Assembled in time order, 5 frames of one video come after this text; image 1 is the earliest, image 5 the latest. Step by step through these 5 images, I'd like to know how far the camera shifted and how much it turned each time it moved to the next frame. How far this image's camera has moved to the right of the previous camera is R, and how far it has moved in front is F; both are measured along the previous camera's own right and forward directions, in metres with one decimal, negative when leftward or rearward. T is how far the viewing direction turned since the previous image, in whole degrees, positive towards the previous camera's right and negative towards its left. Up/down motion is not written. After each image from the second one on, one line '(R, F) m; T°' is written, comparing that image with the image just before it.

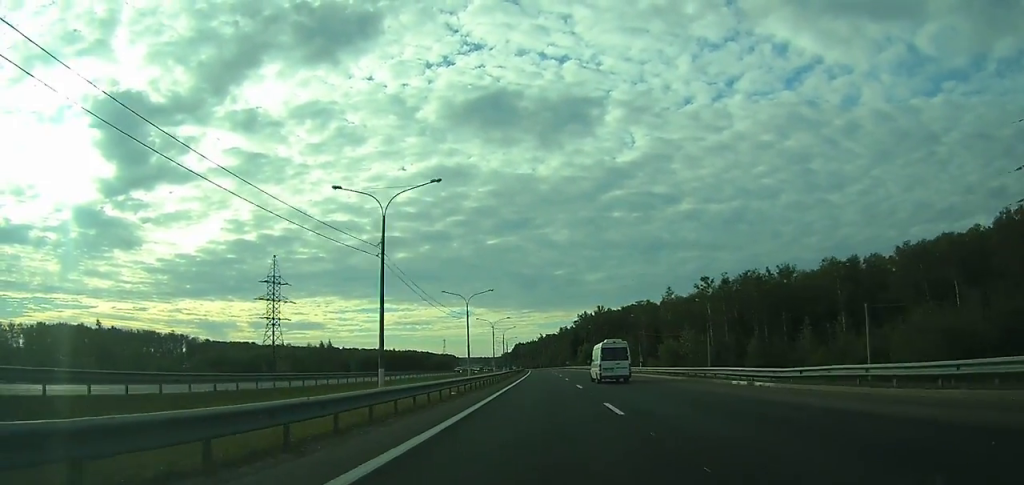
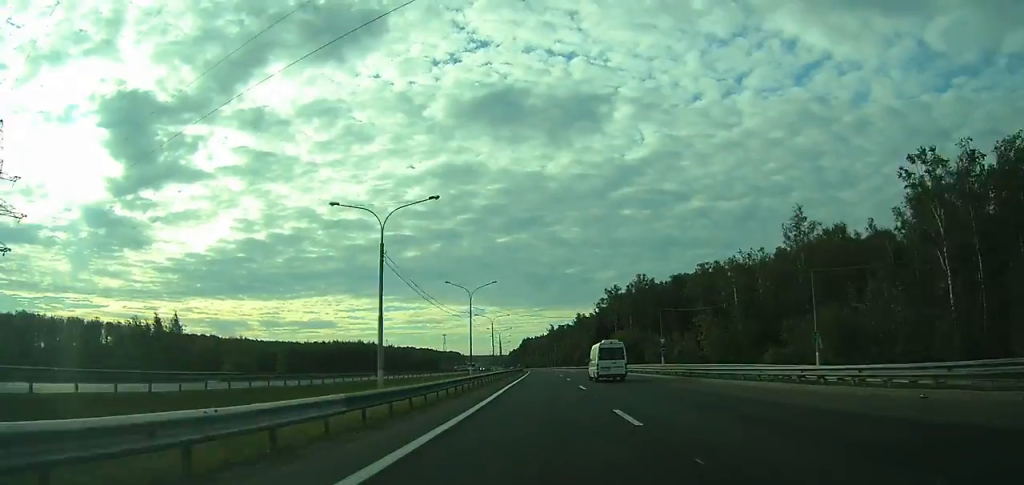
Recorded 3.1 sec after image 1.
(-0.9, +80.1) m; -1°
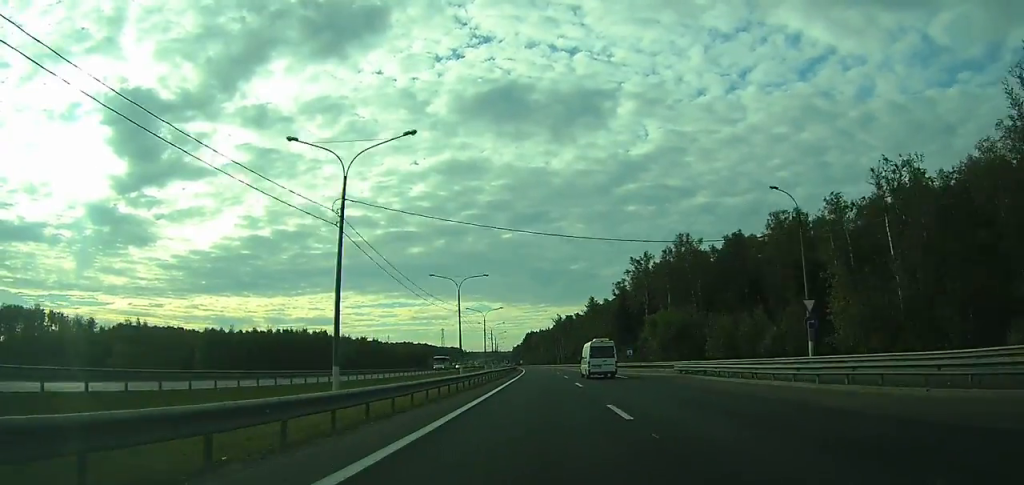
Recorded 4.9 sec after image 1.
(-0.2, +49.3) m; -1°
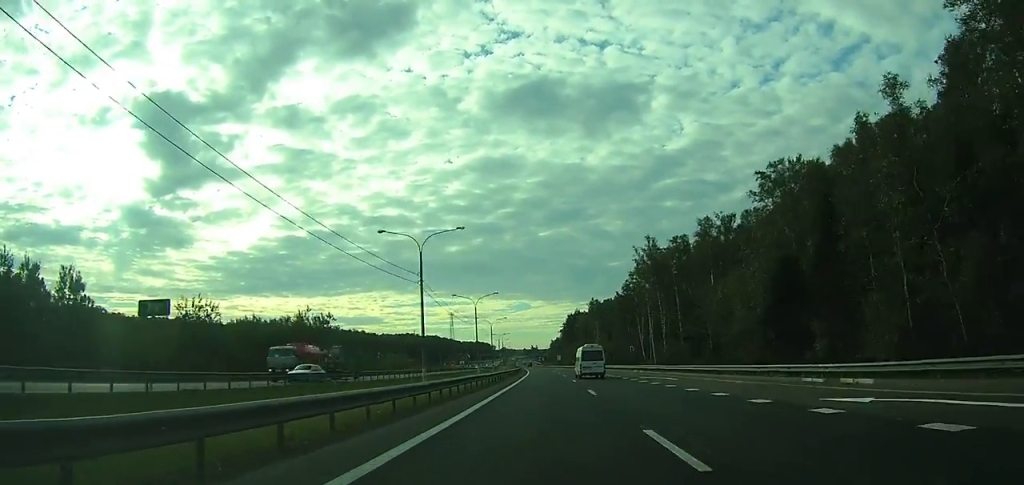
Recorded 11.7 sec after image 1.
(-6.4, +175.4) m; -4°
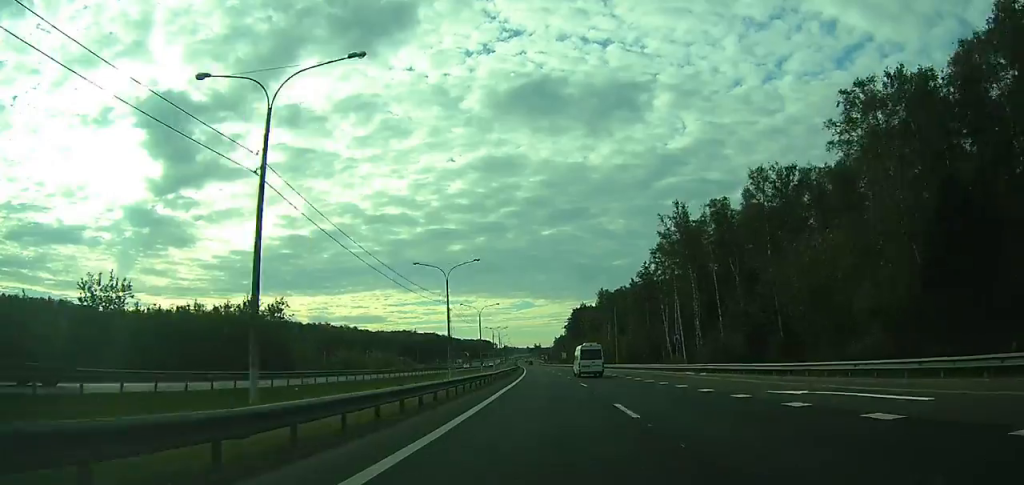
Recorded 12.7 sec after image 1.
(0.0, +23.9) m; 0°
